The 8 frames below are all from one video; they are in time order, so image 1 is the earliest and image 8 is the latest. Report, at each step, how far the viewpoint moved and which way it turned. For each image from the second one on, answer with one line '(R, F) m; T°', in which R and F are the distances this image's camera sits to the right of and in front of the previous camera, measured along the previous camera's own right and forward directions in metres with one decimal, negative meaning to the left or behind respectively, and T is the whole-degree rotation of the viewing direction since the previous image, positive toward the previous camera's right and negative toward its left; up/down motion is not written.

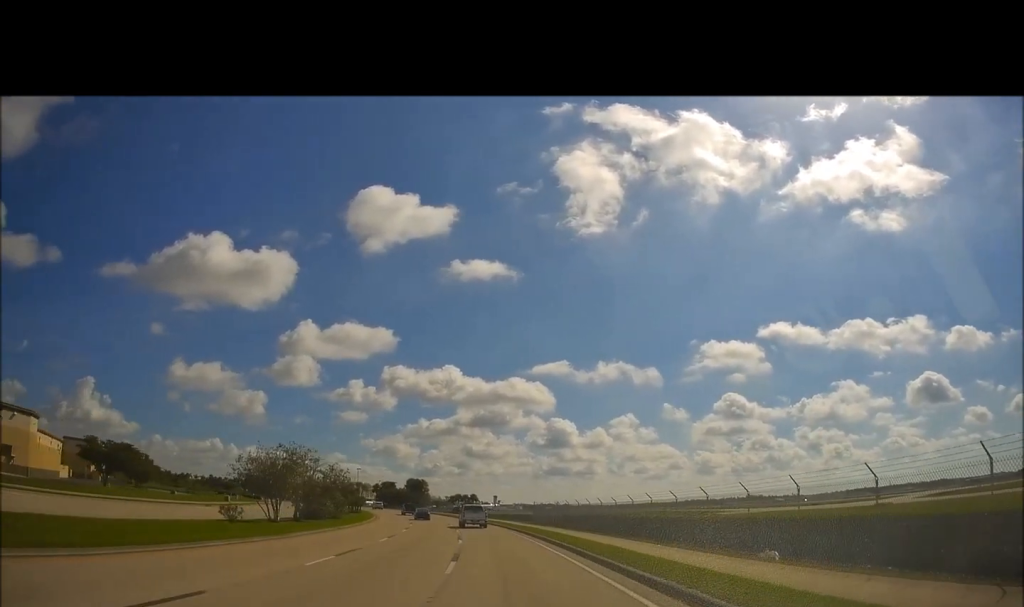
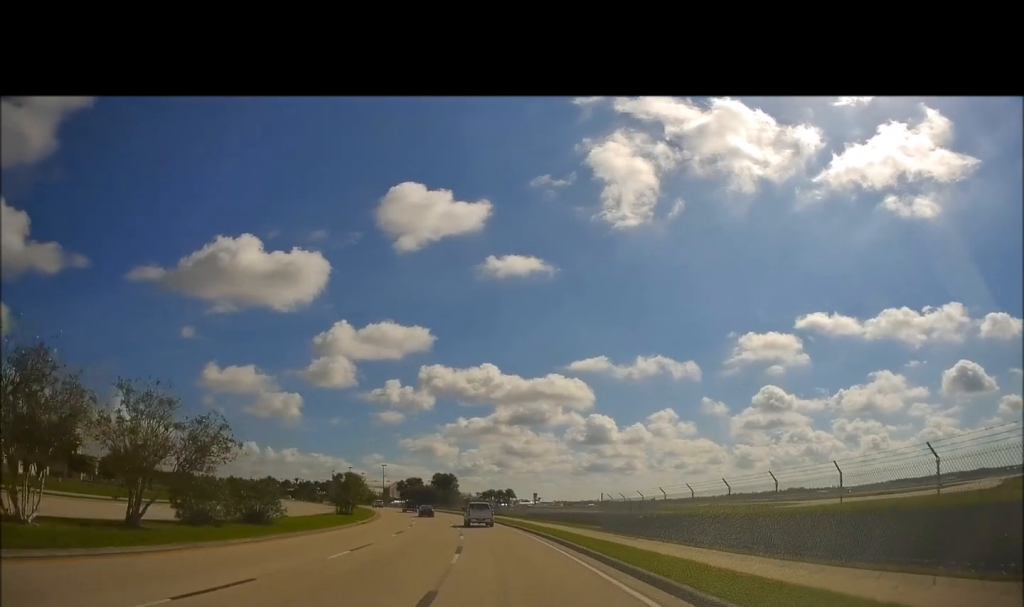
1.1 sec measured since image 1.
(-0.7, +22.6) m; -5°
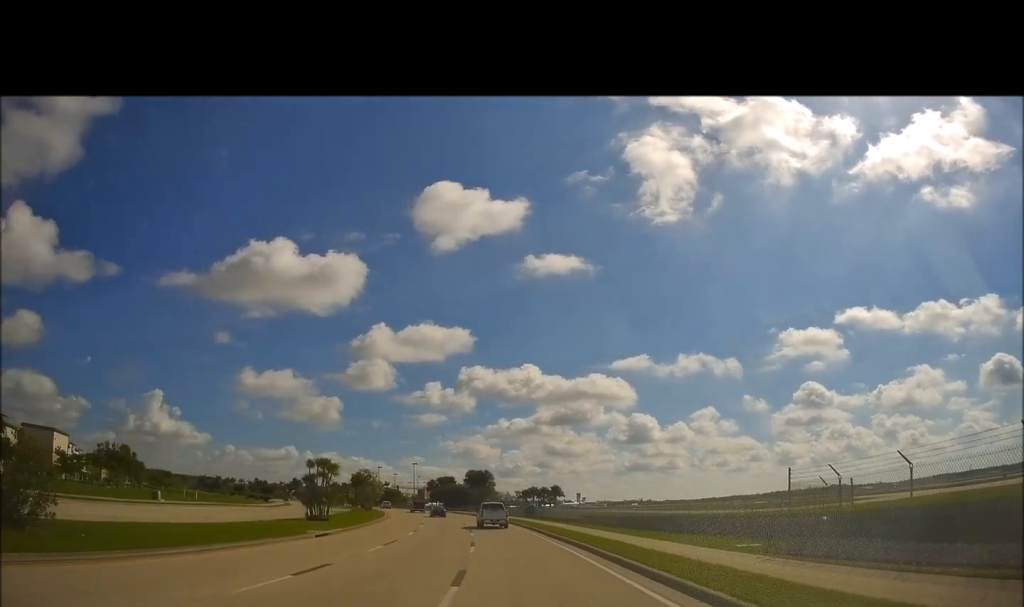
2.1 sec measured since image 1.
(-0.8, +20.1) m; -5°
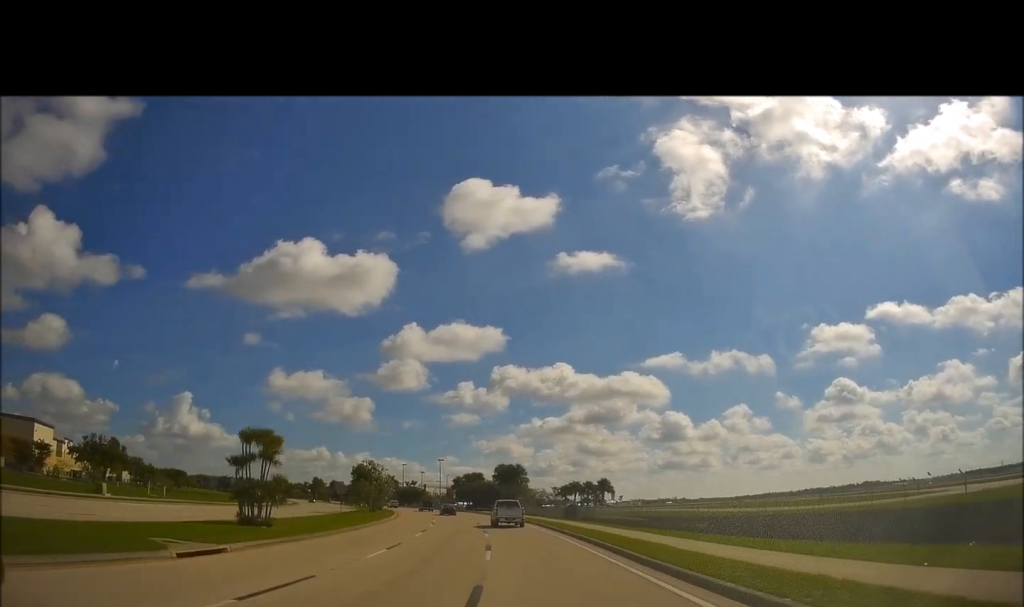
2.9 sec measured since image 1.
(-0.5, +15.6) m; -3°
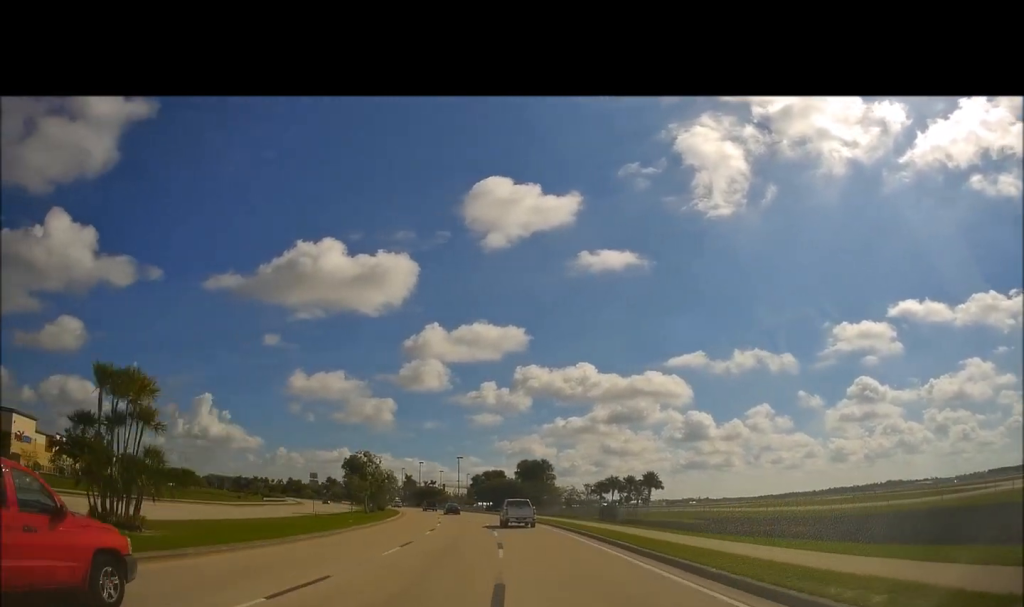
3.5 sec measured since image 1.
(-0.2, +12.3) m; -2°
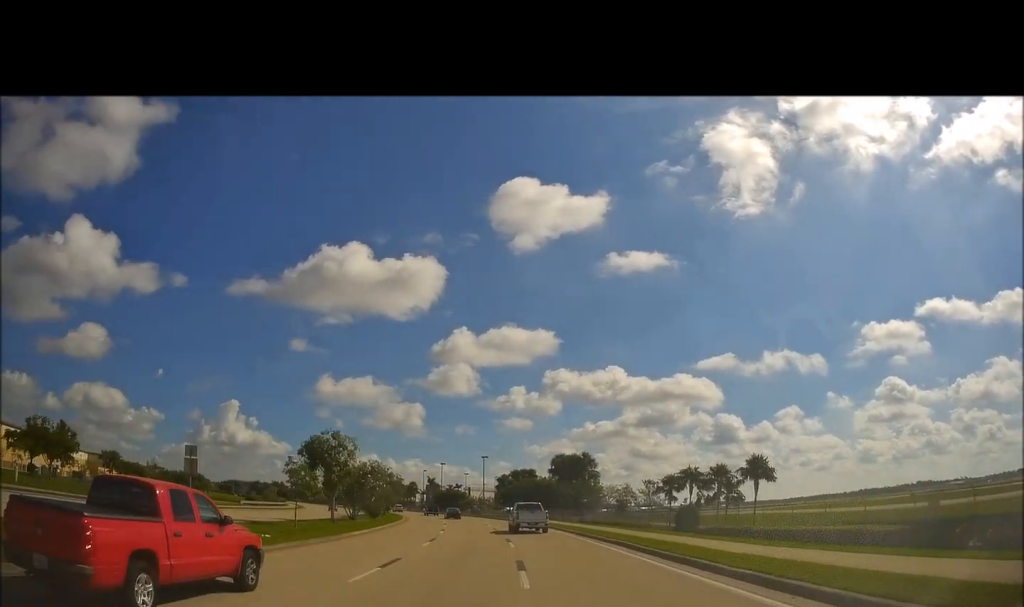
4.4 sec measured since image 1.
(-0.5, +18.7) m; -1°
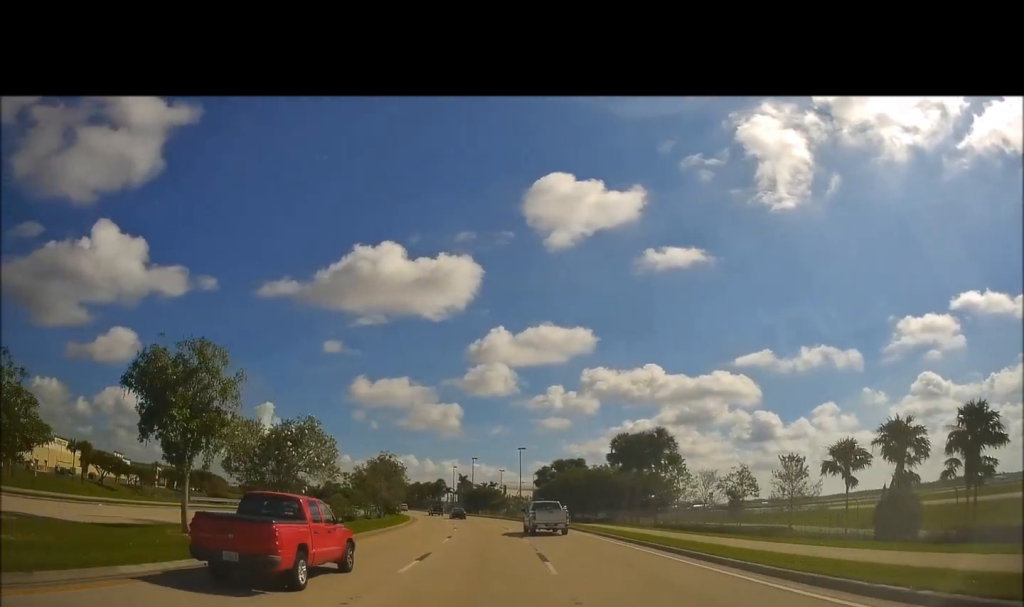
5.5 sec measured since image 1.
(-0.1, +22.4) m; -3°
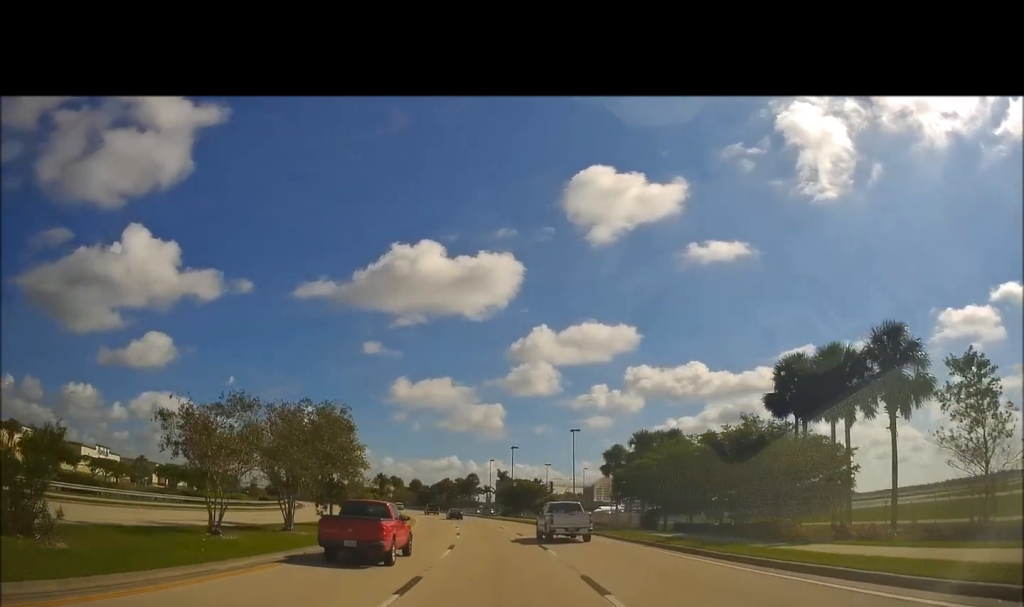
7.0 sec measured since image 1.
(-1.9, +31.5) m; -5°
